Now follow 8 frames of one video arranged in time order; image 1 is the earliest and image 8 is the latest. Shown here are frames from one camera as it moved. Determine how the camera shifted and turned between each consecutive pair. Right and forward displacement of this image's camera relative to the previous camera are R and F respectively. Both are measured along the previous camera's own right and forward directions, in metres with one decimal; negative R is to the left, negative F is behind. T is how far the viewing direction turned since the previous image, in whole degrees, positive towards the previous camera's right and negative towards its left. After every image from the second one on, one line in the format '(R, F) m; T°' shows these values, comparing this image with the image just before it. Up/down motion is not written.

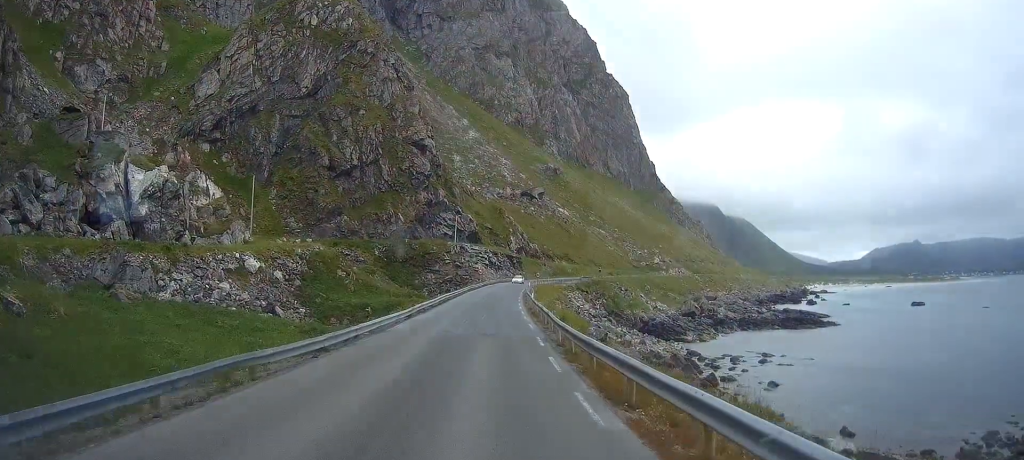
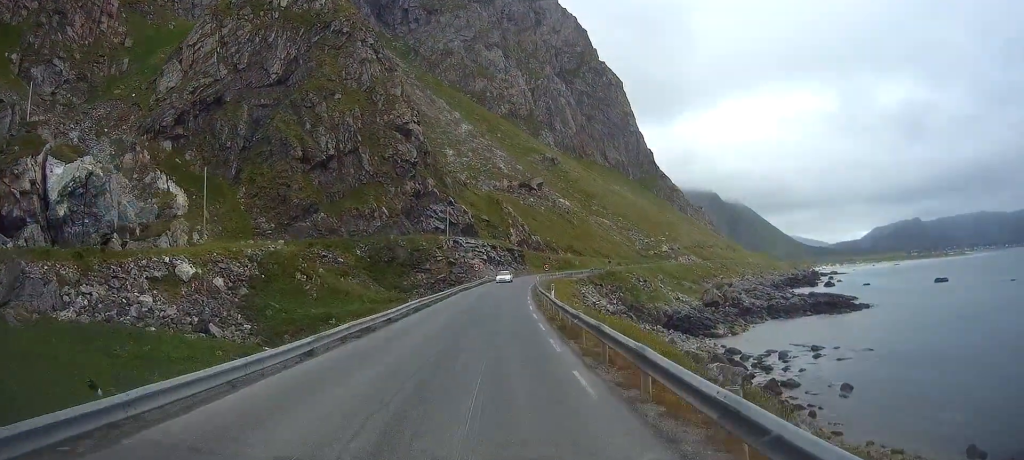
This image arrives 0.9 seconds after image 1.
(-0.4, +20.1) m; -4°
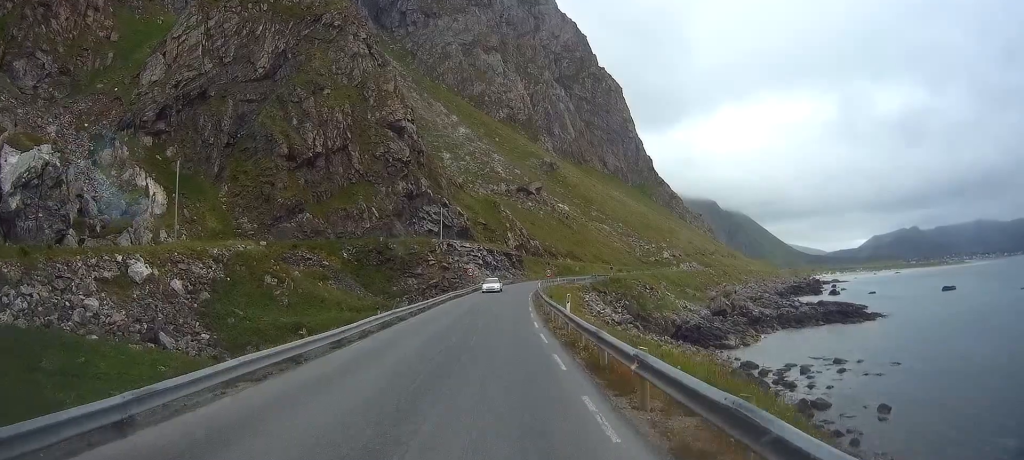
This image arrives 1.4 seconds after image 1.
(-0.5, +8.5) m; 0°
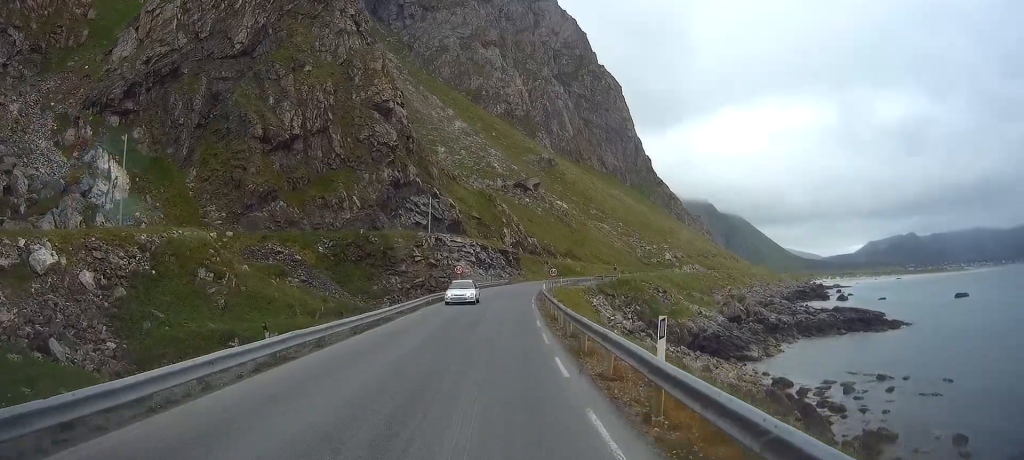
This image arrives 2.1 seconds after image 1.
(-0.3, +13.6) m; +1°
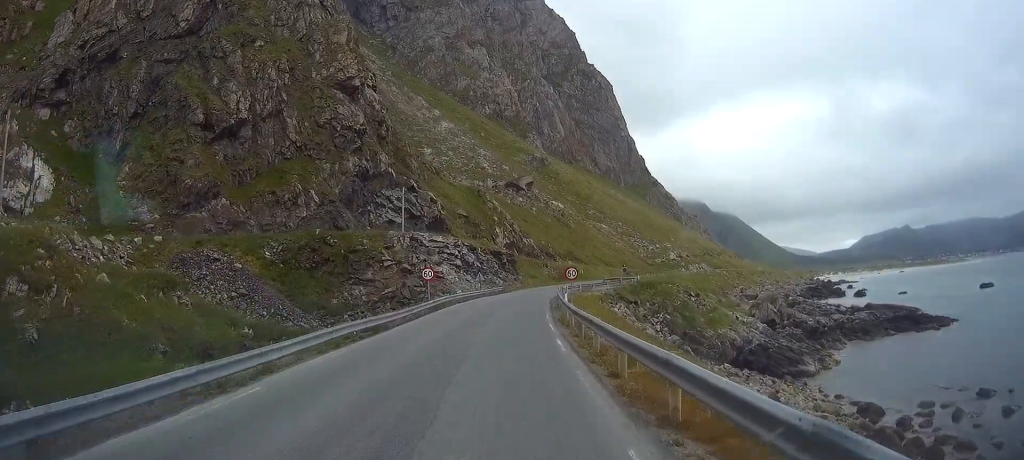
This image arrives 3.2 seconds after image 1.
(+1.1, +21.3) m; +4°
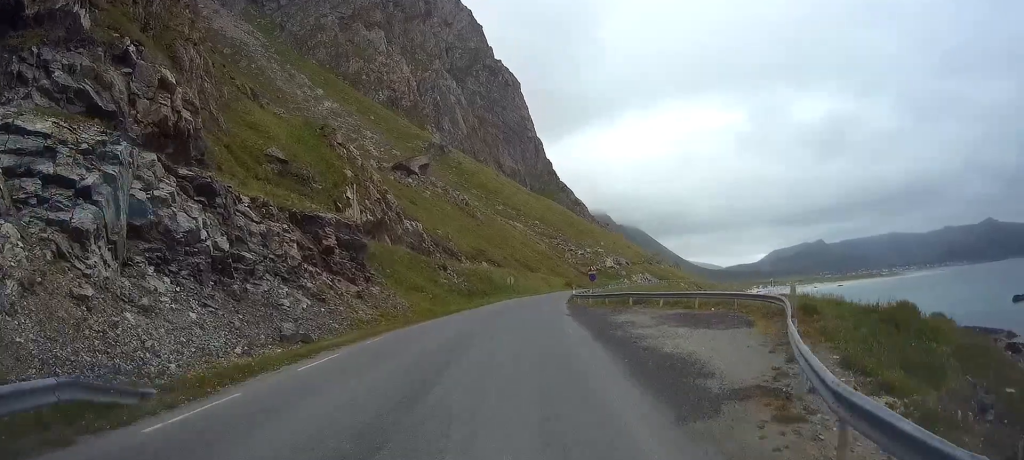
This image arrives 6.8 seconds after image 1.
(+5.8, +63.4) m; +12°
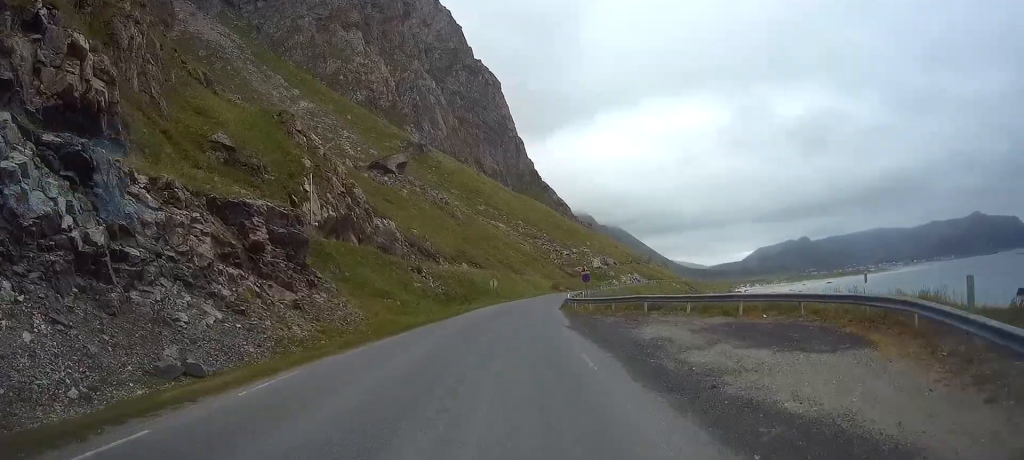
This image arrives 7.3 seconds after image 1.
(+0.4, +8.4) m; +1°
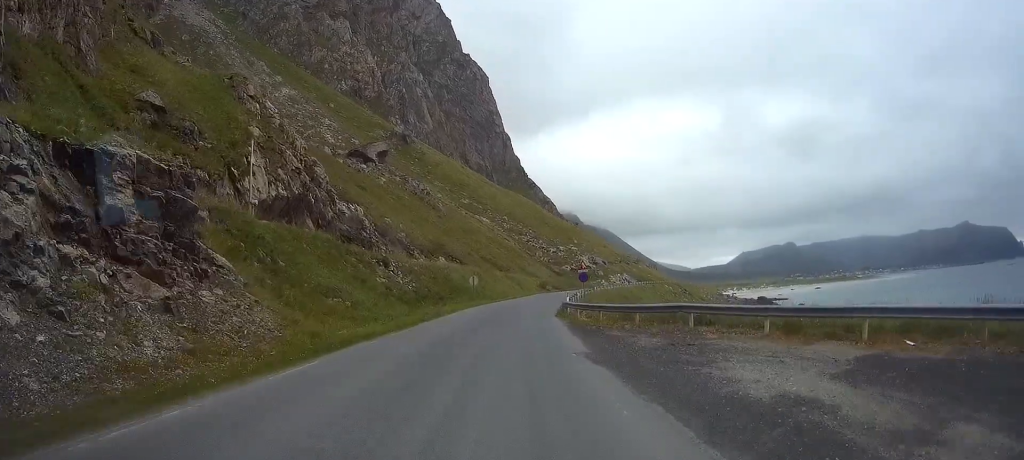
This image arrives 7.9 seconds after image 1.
(+0.3, +10.2) m; +2°
